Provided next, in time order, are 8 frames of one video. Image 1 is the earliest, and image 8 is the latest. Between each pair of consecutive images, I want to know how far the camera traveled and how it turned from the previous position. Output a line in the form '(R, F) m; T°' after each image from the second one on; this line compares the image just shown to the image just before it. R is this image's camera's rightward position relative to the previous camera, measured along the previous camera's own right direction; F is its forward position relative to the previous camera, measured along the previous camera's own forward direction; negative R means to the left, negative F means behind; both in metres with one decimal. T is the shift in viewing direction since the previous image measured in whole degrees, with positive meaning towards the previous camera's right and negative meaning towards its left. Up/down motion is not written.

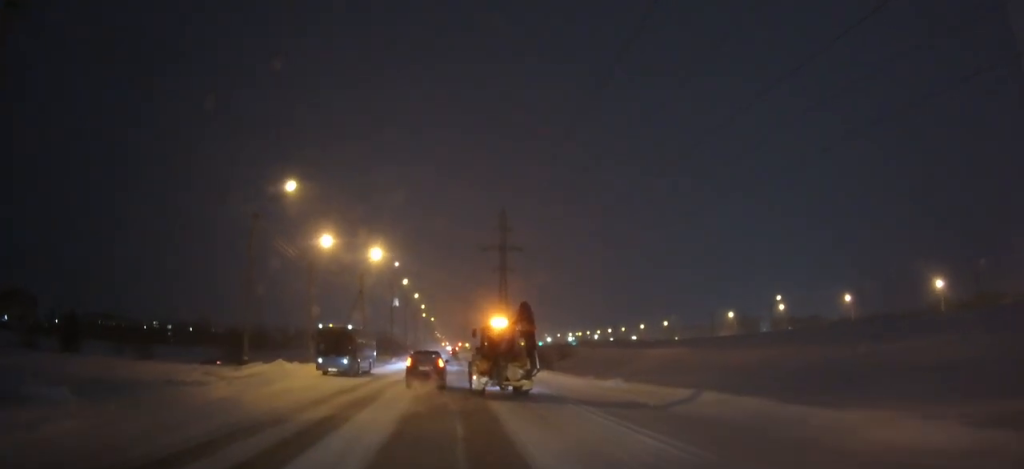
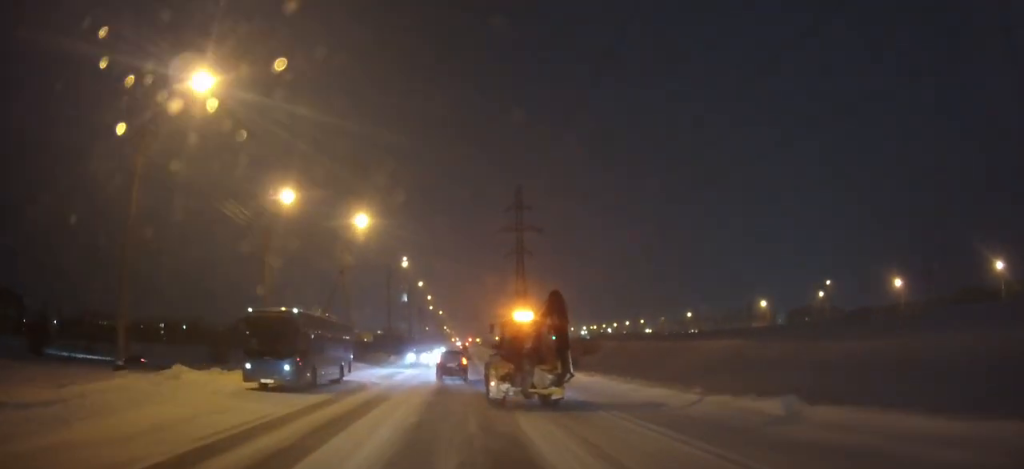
(0.0, +15.4) m; 0°
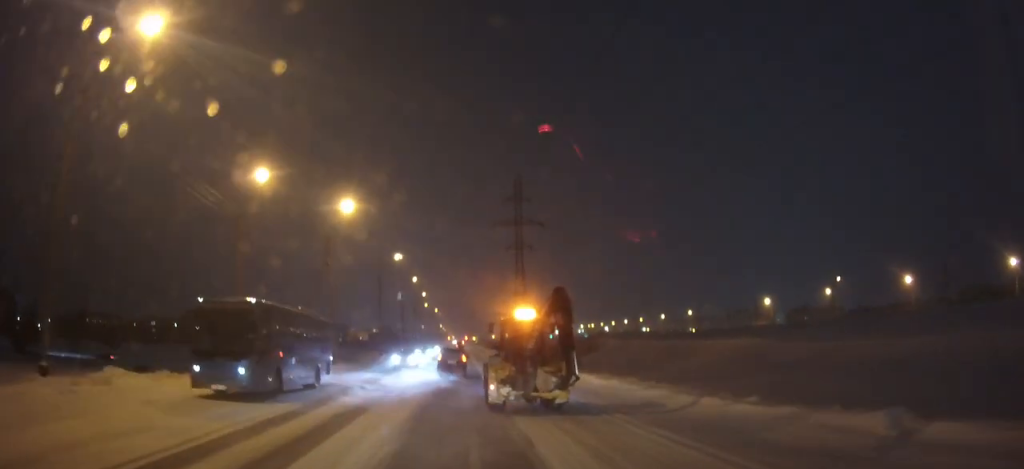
(0.0, +4.7) m; 0°
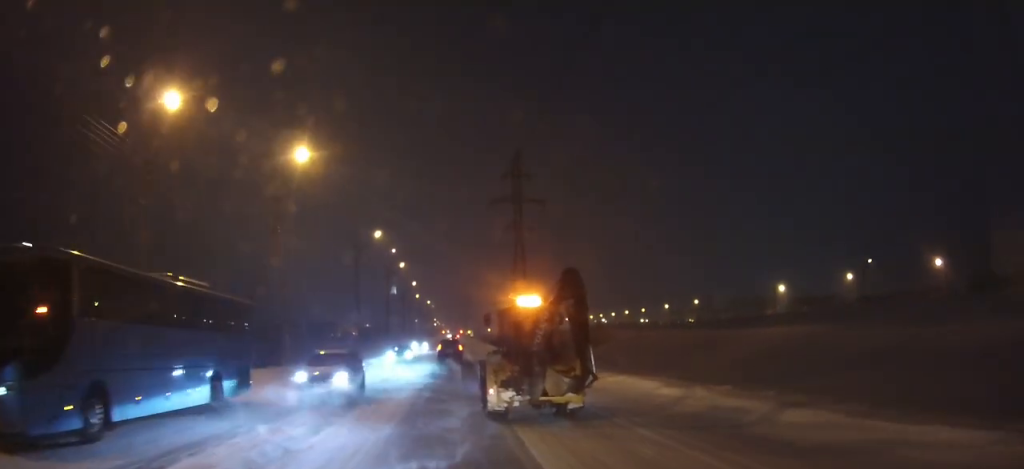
(0.0, +11.4) m; -1°
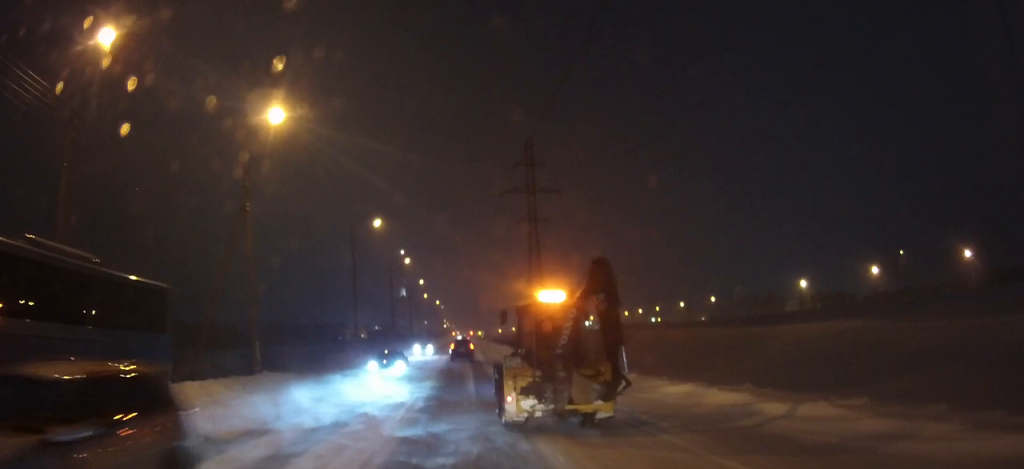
(-0.1, +6.5) m; 0°
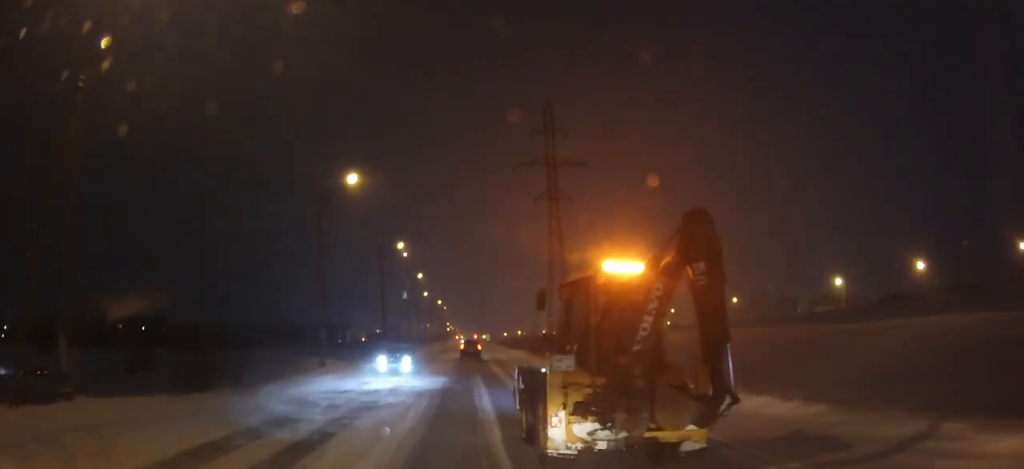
(-0.1, +14.6) m; -1°
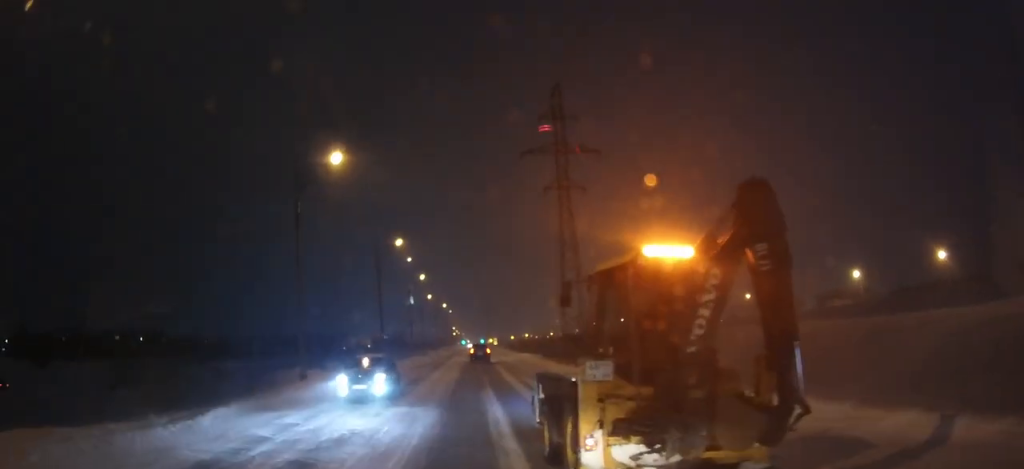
(-0.1, +5.9) m; -1°
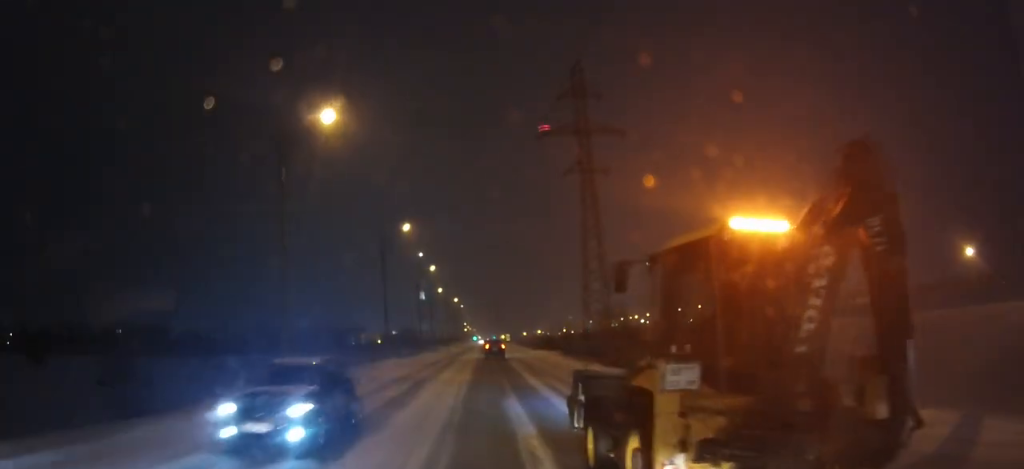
(0.0, +5.7) m; 0°
